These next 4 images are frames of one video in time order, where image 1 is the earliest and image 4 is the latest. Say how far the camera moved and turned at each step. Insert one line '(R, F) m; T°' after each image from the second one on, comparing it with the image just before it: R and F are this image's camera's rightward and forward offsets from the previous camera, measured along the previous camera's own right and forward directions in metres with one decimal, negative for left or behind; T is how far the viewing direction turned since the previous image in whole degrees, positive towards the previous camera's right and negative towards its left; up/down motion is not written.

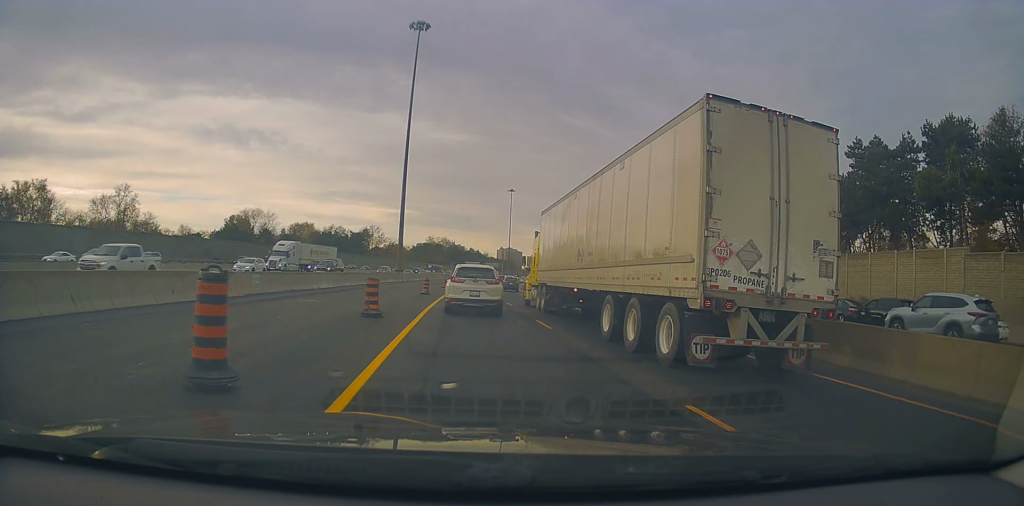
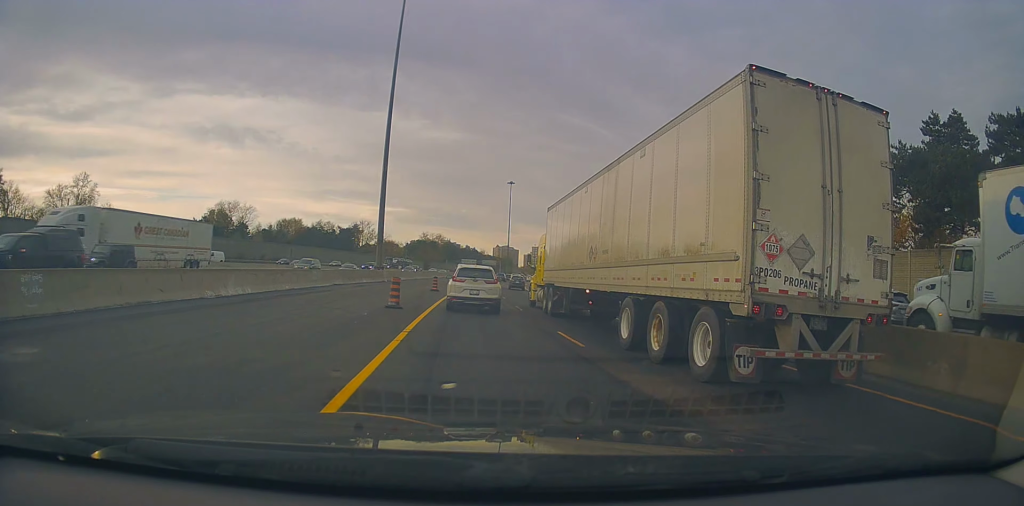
(+0.1, +15.0) m; +1°
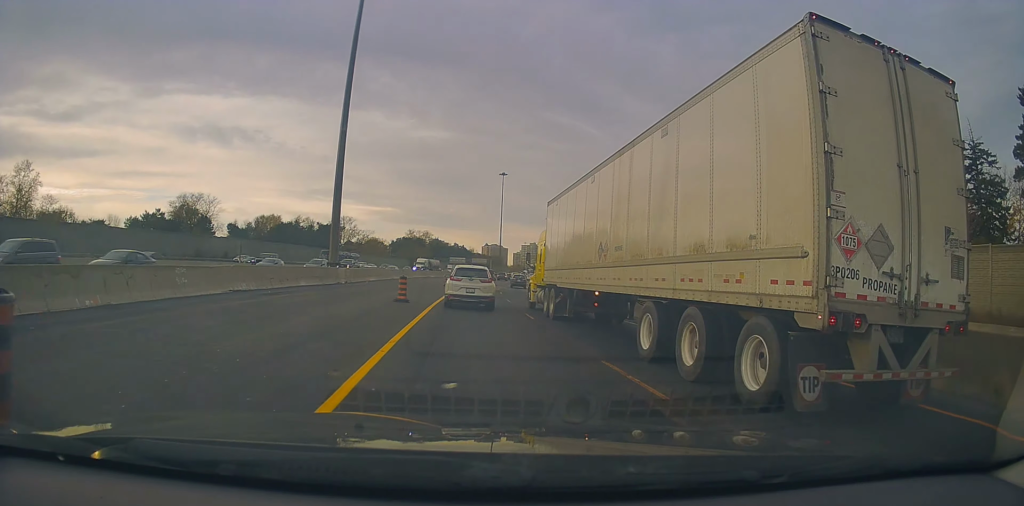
(+0.1, +16.4) m; 0°
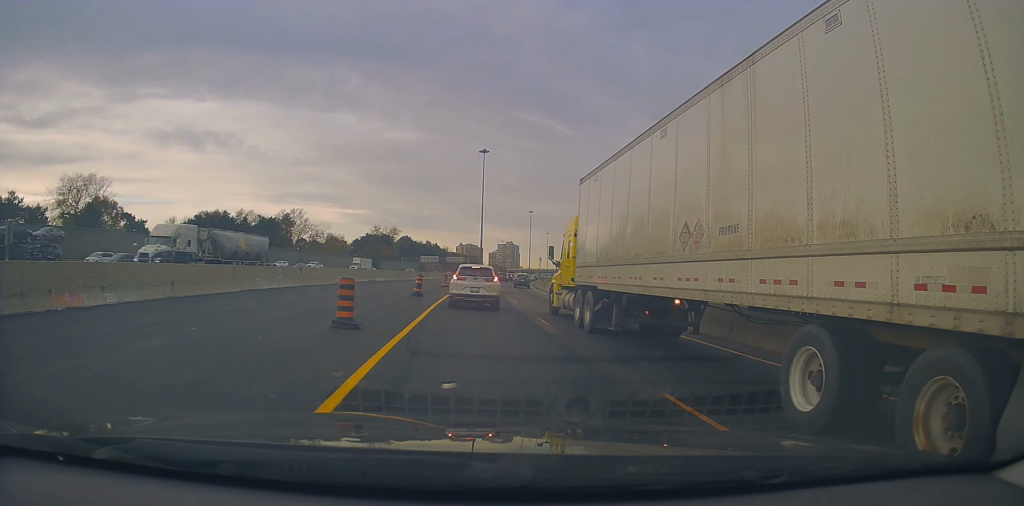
(+0.6, +37.7) m; +3°
